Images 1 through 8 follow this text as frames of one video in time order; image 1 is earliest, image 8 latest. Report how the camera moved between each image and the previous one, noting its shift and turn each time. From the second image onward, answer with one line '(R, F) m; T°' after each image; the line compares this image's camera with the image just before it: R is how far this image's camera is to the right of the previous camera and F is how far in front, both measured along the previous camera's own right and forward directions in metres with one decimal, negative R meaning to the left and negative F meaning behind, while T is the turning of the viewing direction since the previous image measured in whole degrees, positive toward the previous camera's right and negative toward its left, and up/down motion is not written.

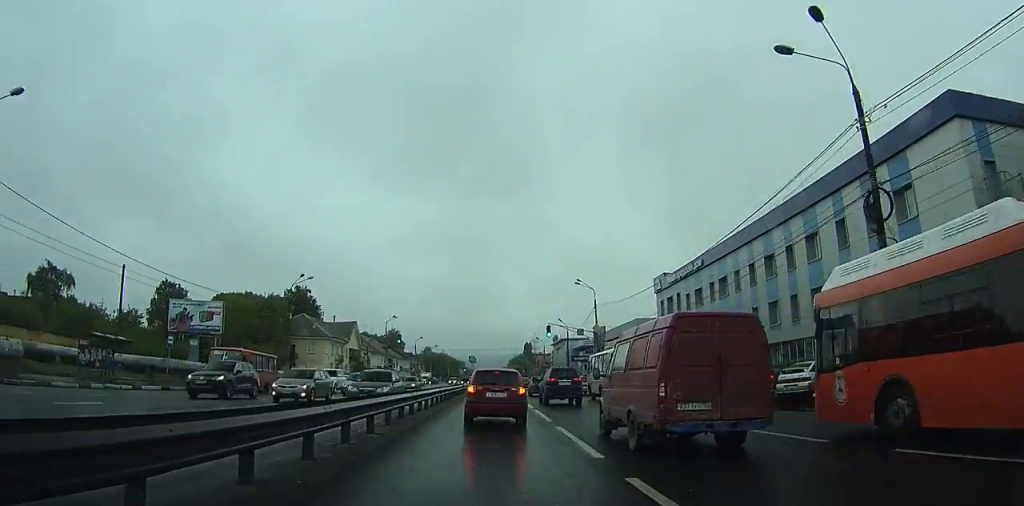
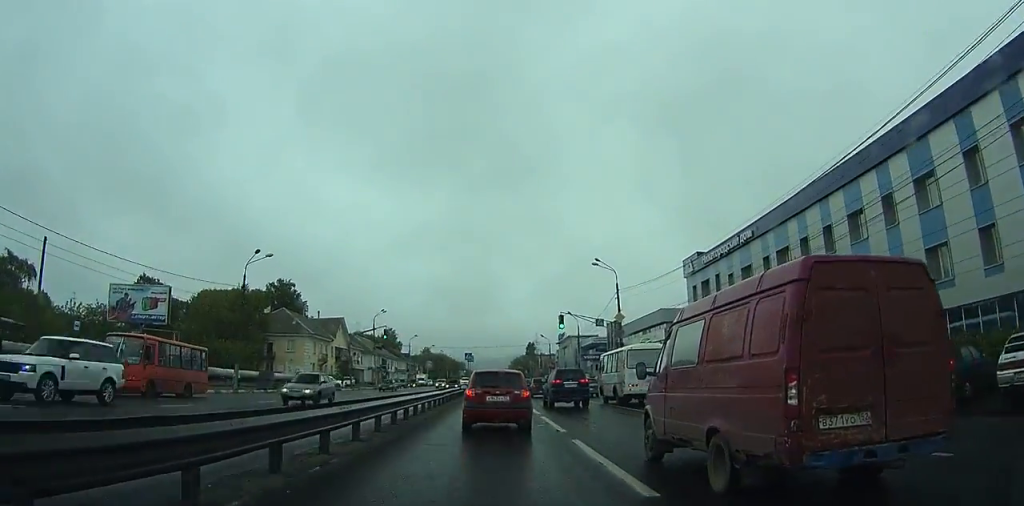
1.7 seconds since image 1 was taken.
(0.0, +12.0) m; +2°
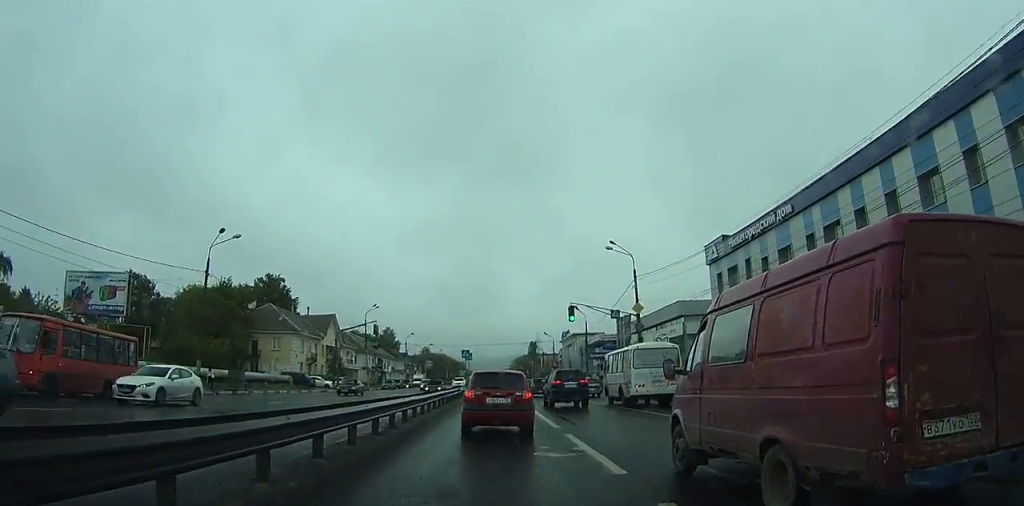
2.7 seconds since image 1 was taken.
(+0.2, +7.6) m; +1°
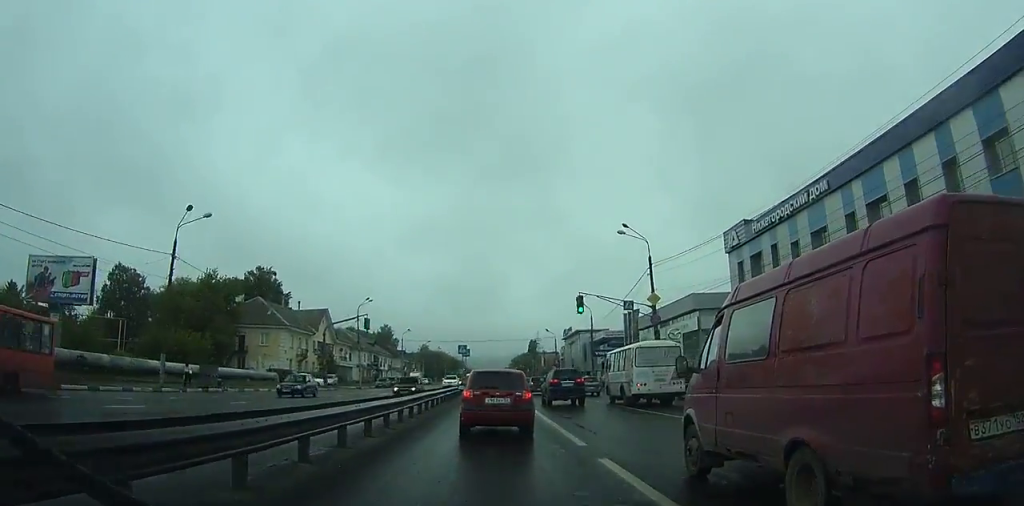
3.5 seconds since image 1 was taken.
(+0.1, +5.7) m; +1°
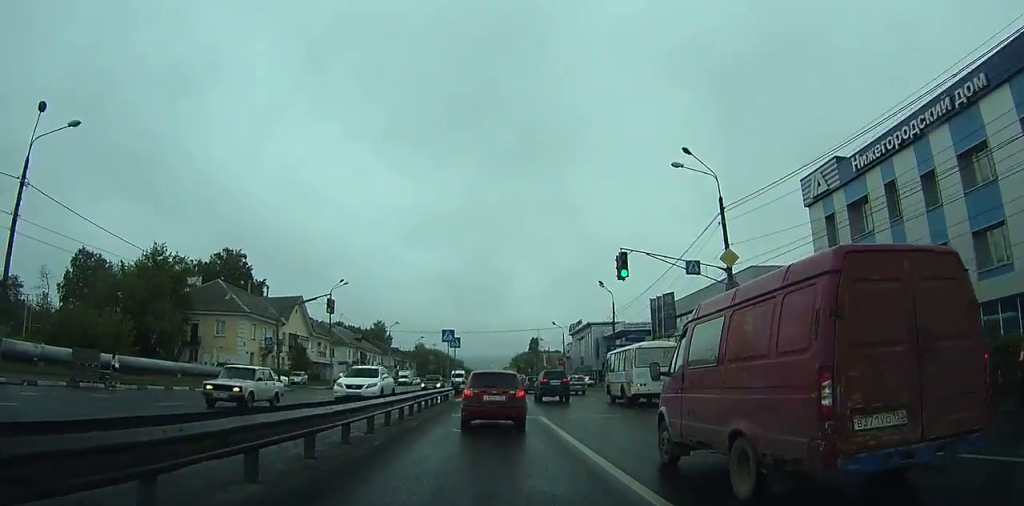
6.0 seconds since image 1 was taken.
(+0.1, +16.4) m; +2°
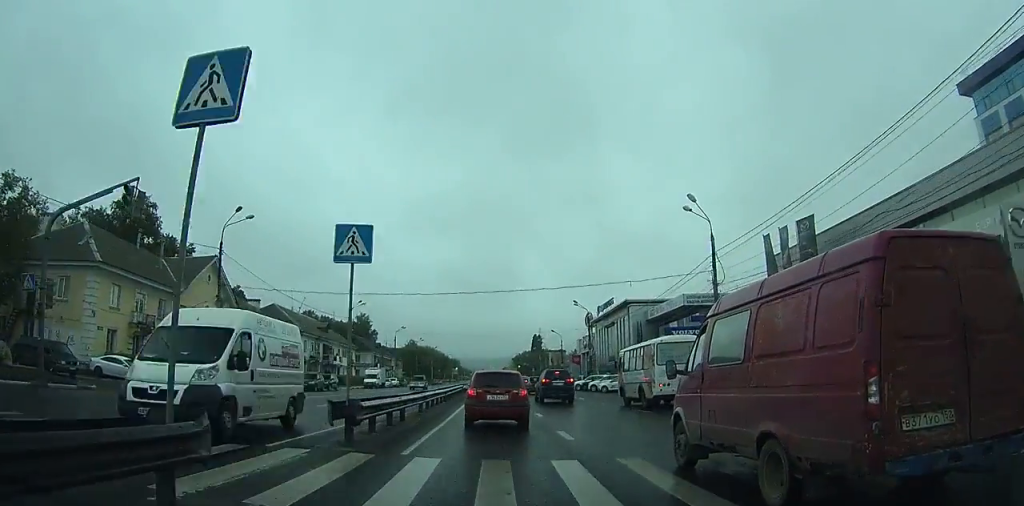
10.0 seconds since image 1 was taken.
(-0.7, +27.1) m; -3°
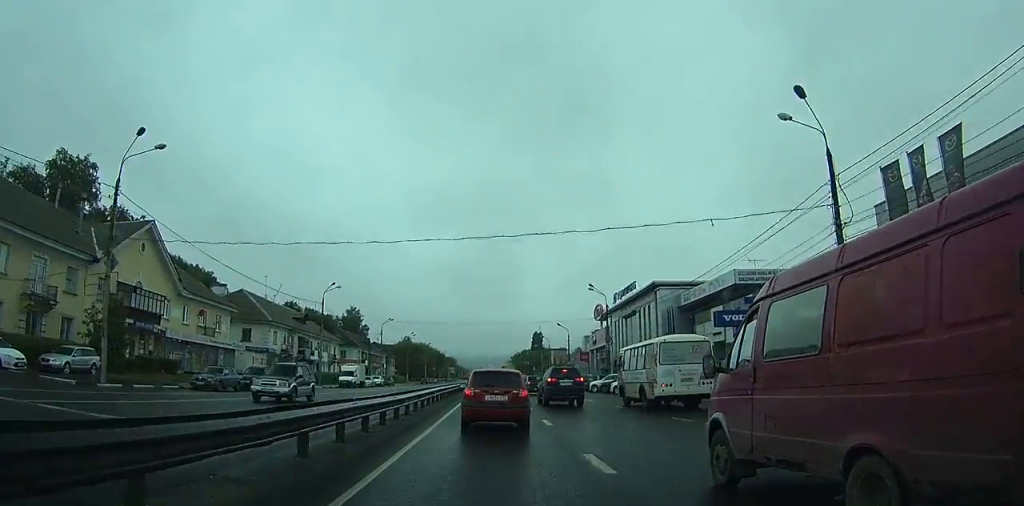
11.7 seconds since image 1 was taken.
(+0.2, +12.5) m; +1°
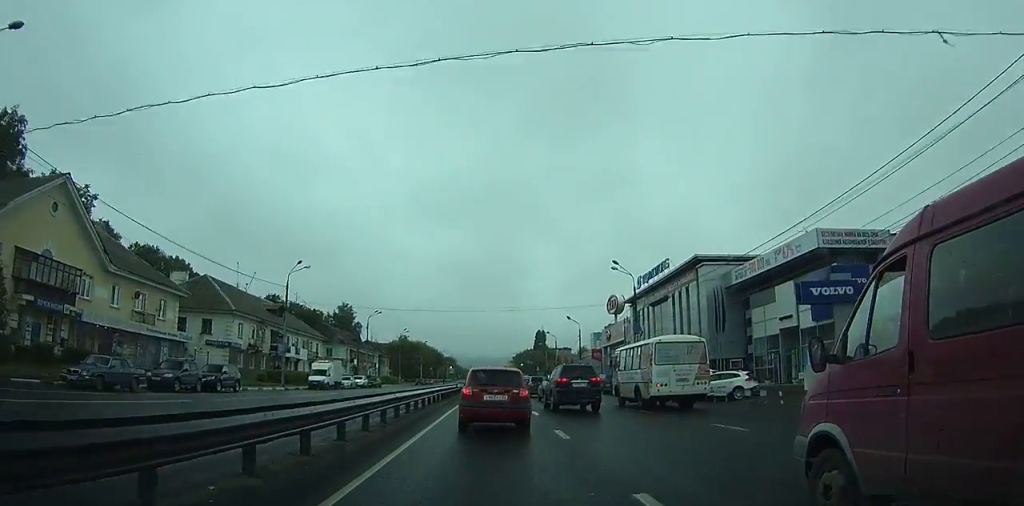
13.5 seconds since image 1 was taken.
(0.0, +11.6) m; -1°
